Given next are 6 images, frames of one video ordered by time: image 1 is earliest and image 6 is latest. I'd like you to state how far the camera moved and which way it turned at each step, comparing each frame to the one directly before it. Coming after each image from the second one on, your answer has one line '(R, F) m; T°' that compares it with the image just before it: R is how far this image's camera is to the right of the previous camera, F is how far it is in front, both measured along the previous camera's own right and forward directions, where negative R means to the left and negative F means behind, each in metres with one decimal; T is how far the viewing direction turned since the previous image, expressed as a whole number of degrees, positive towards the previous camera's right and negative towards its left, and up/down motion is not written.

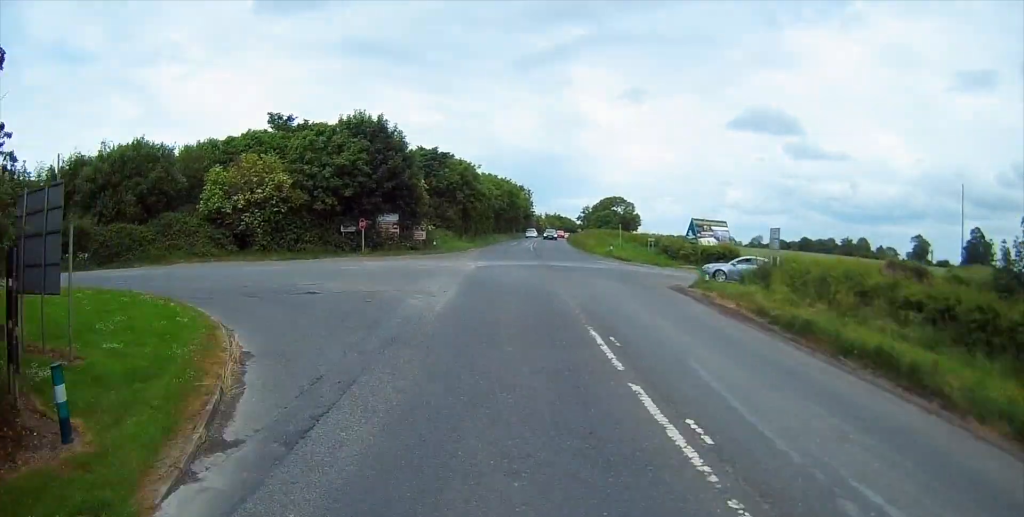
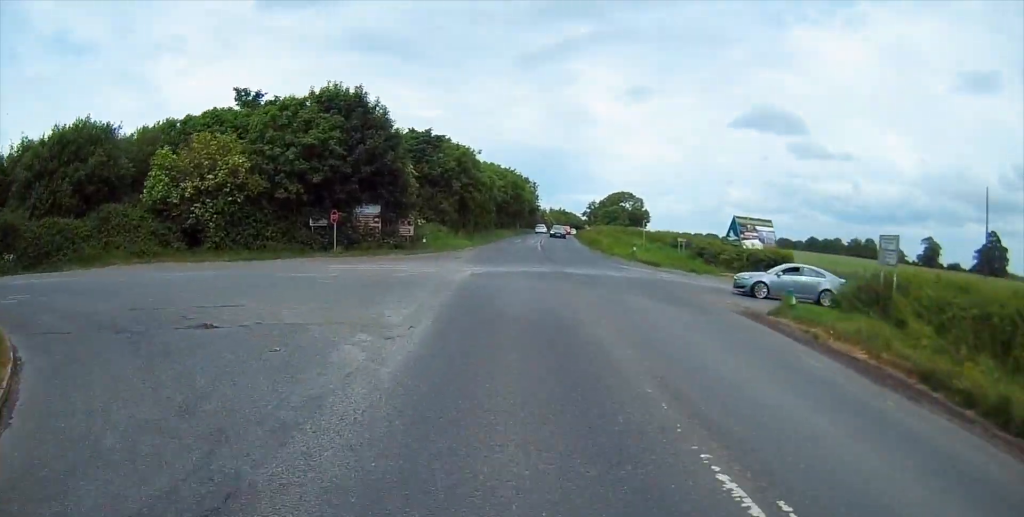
(+0.1, +8.7) m; 0°
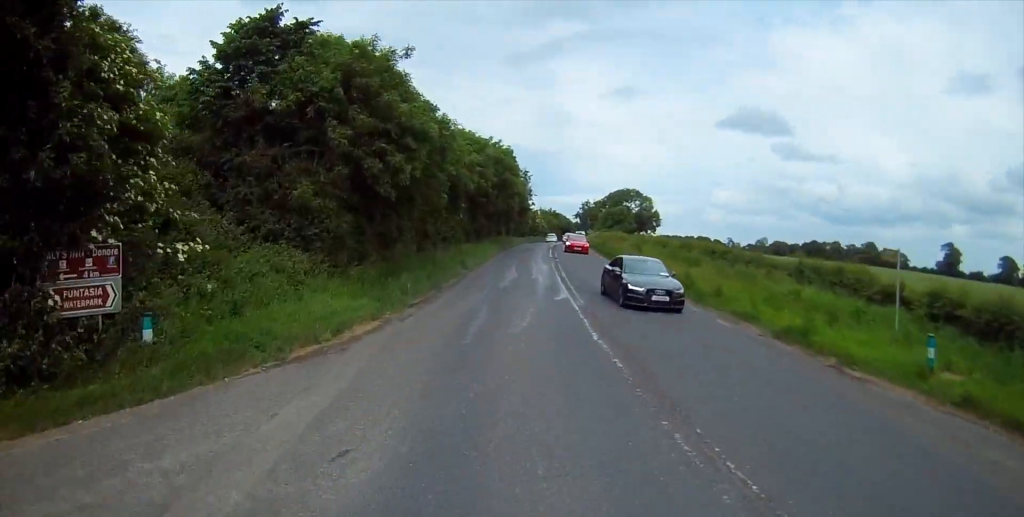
(-0.8, +35.5) m; -1°
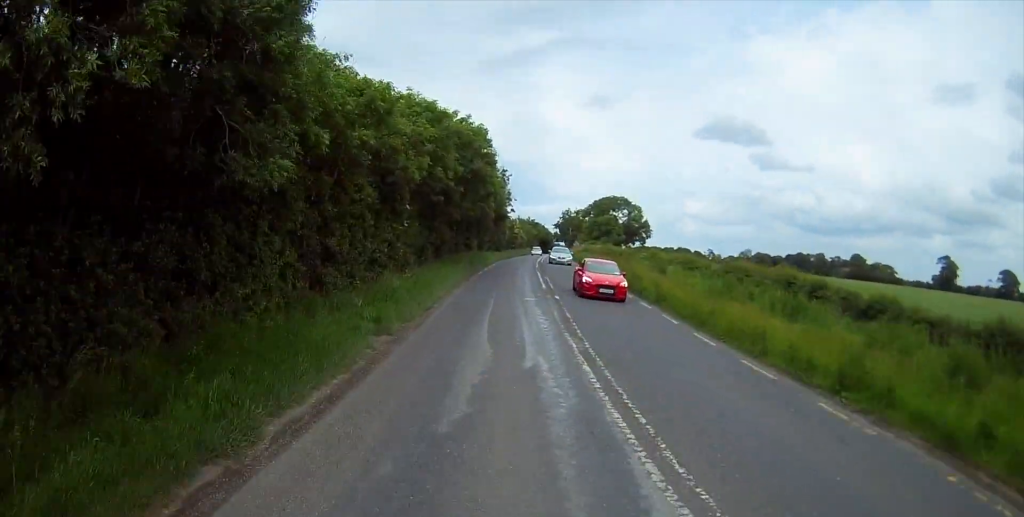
(+0.2, +15.7) m; +1°
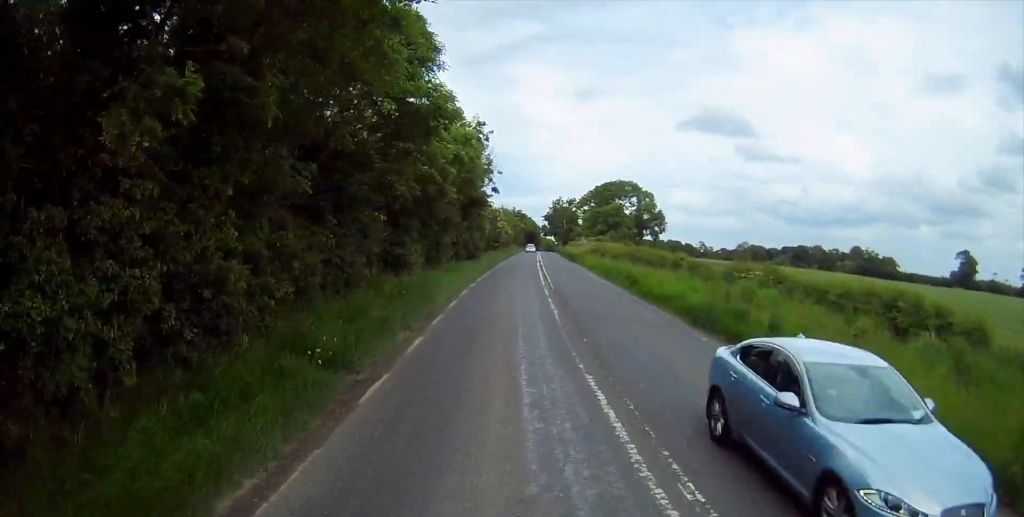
(+0.6, +28.2) m; +2°
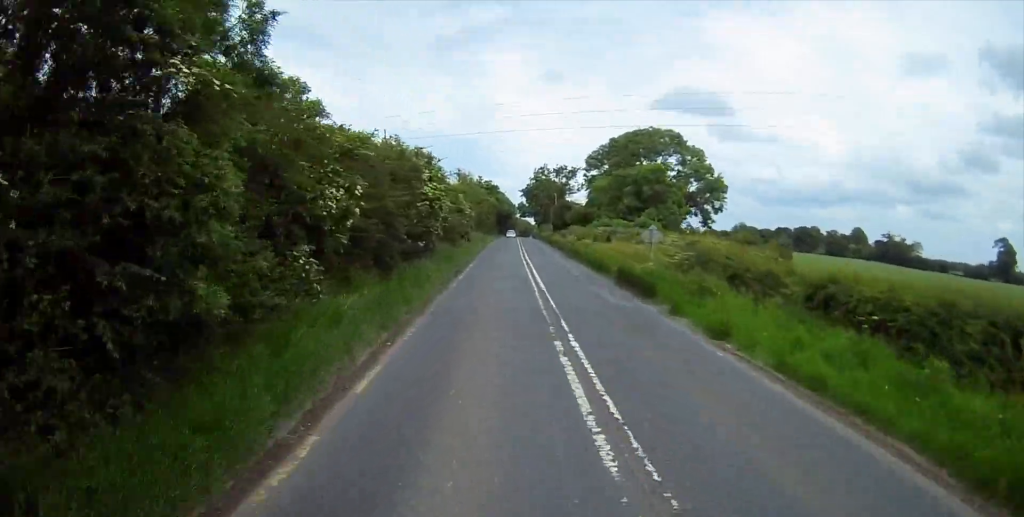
(+1.6, +45.4) m; +3°
